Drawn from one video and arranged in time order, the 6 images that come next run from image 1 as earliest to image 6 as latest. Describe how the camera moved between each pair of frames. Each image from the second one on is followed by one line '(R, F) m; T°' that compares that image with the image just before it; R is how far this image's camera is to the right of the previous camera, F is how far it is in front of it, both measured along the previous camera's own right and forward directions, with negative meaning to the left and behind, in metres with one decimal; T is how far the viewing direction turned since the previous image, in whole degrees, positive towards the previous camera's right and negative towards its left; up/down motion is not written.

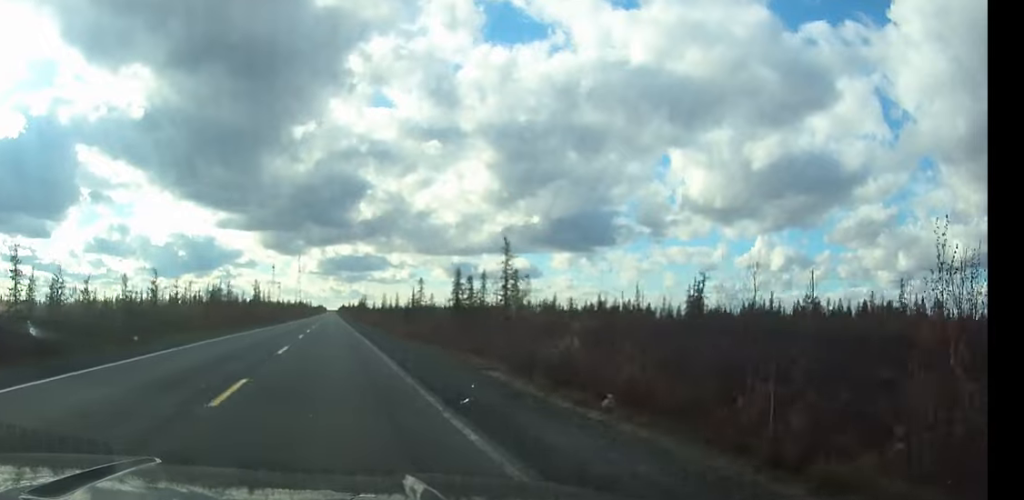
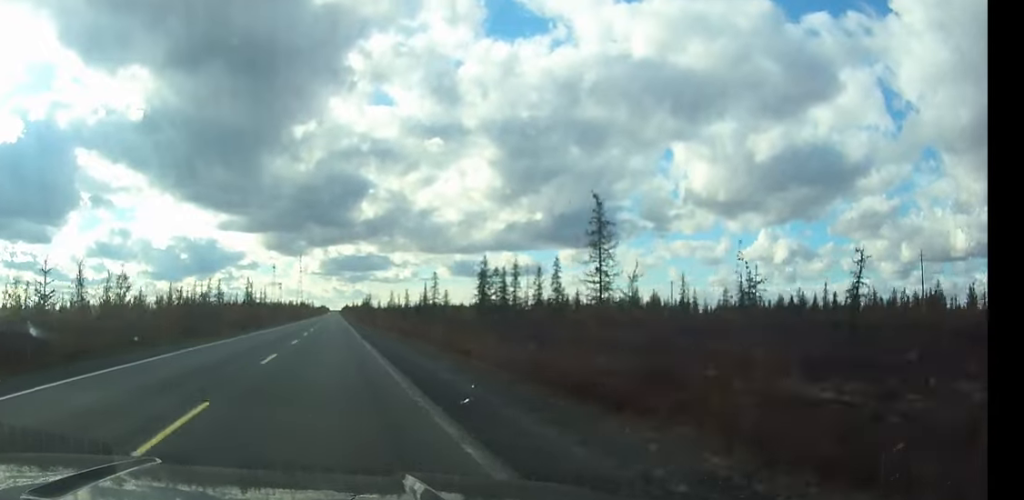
(0.0, +26.6) m; 0°
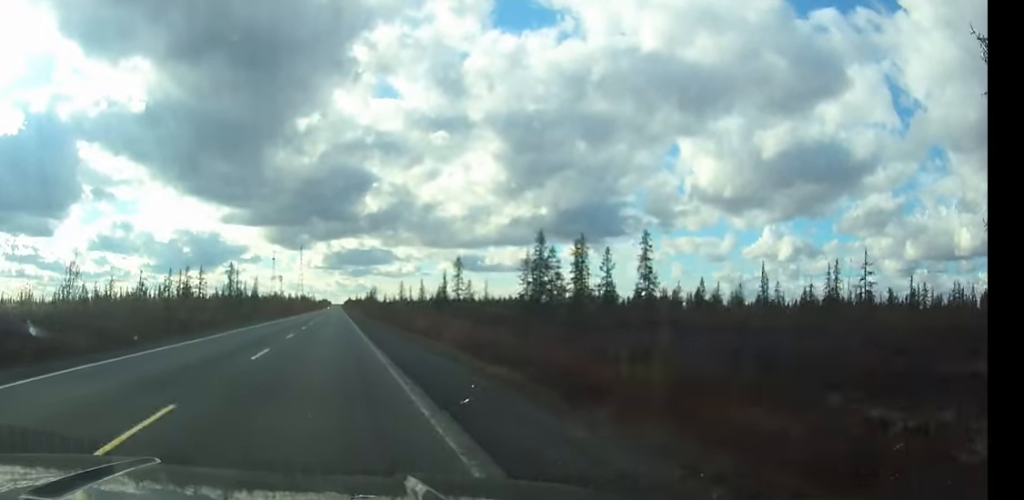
(-0.2, +37.4) m; 0°
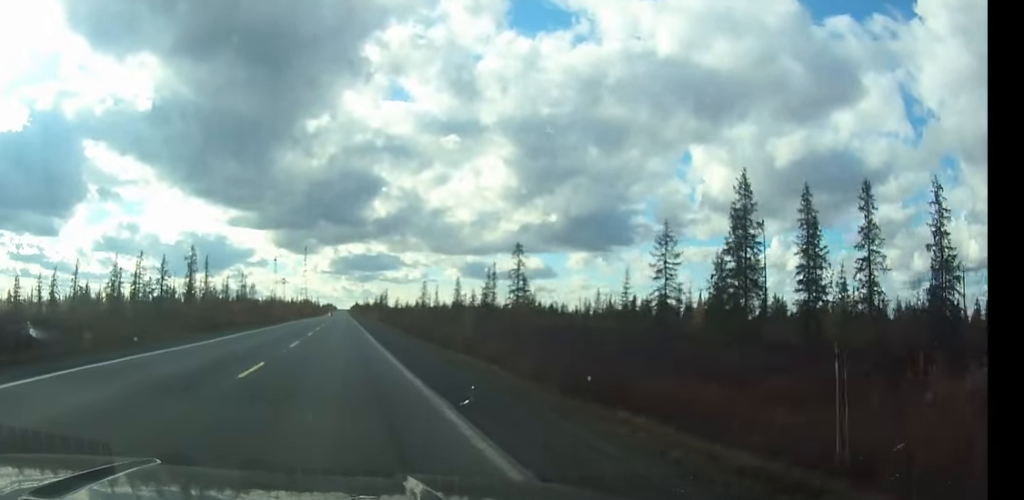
(-0.1, +52.5) m; 0°
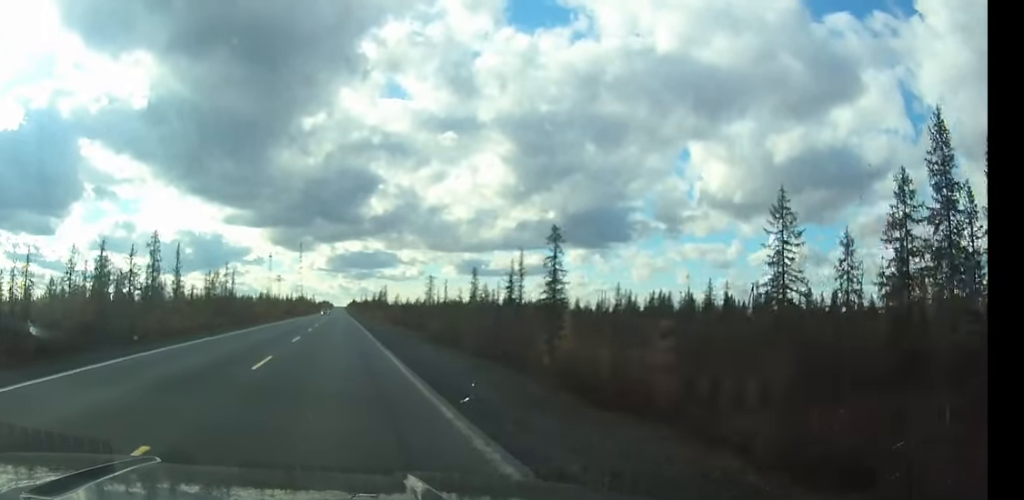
(0.0, +22.1) m; 0°
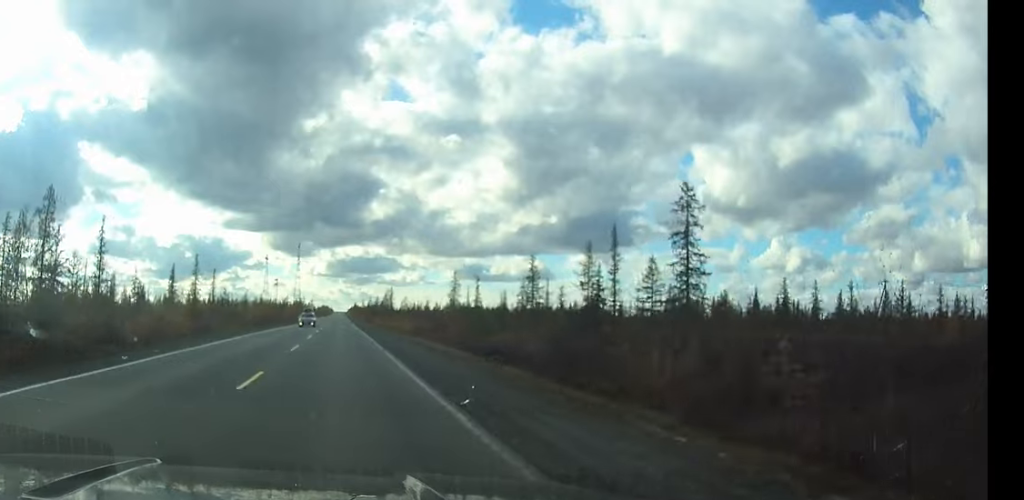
(+0.1, +41.1) m; 0°
